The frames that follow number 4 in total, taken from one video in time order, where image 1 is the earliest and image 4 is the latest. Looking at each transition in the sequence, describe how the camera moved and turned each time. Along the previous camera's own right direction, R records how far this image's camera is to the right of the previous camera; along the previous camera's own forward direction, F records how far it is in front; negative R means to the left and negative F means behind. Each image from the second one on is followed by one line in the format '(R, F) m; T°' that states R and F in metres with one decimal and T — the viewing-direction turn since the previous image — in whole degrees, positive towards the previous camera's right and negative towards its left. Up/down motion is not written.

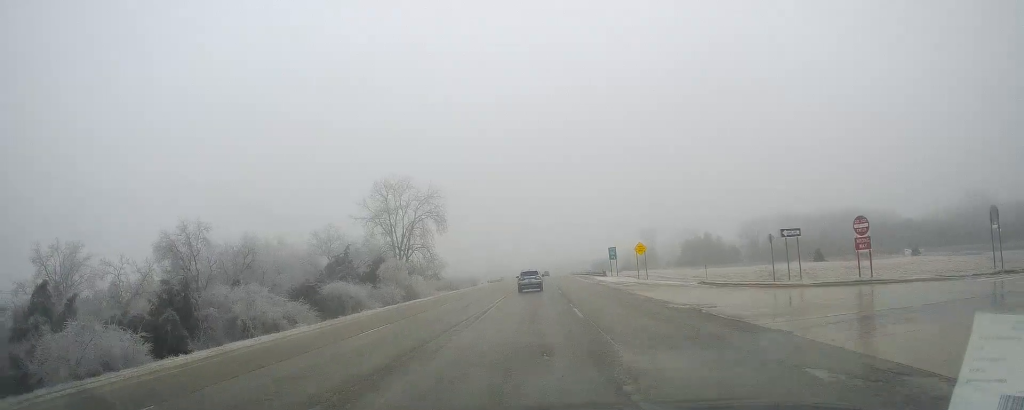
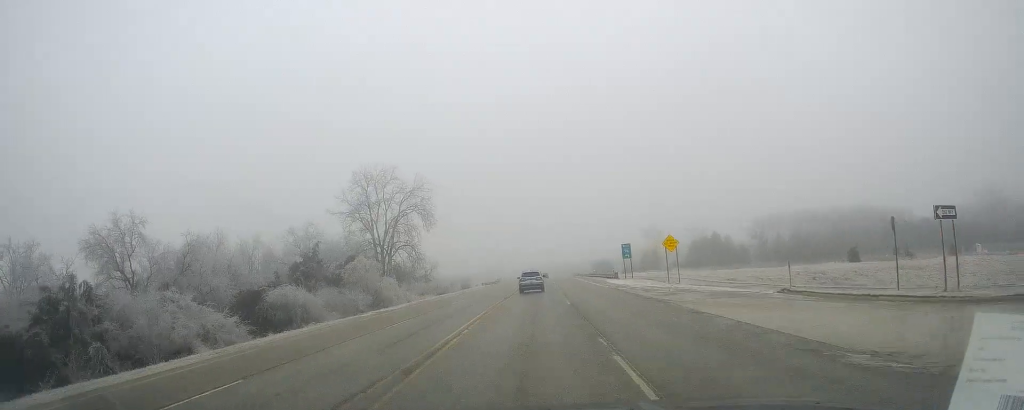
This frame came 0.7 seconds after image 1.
(+0.1, +12.4) m; -1°
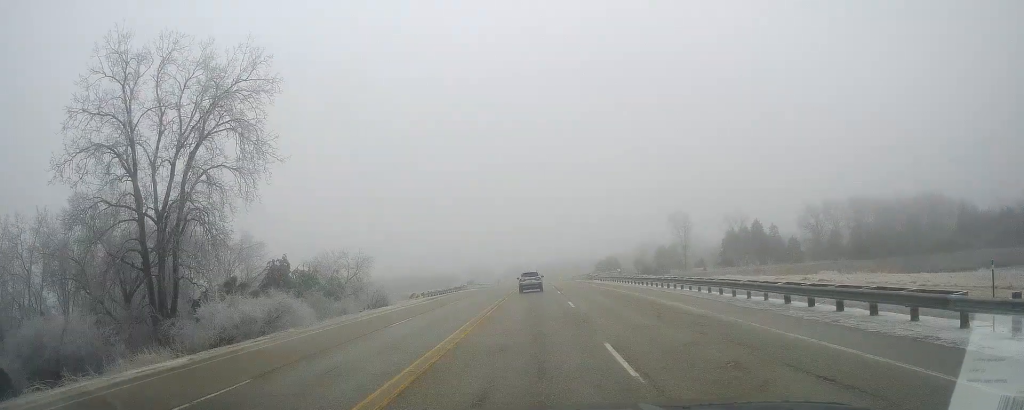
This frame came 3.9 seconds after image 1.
(-0.4, +62.2) m; 0°
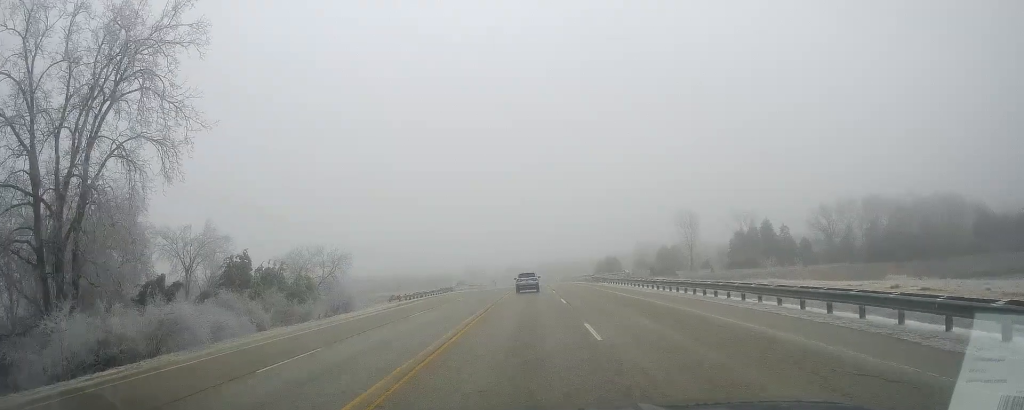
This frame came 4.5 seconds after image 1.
(-0.5, +11.5) m; 0°
